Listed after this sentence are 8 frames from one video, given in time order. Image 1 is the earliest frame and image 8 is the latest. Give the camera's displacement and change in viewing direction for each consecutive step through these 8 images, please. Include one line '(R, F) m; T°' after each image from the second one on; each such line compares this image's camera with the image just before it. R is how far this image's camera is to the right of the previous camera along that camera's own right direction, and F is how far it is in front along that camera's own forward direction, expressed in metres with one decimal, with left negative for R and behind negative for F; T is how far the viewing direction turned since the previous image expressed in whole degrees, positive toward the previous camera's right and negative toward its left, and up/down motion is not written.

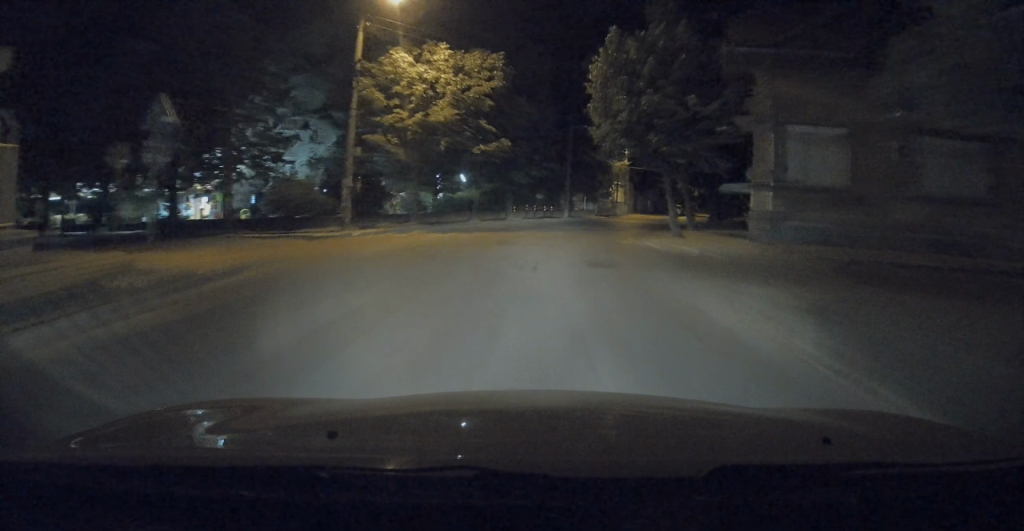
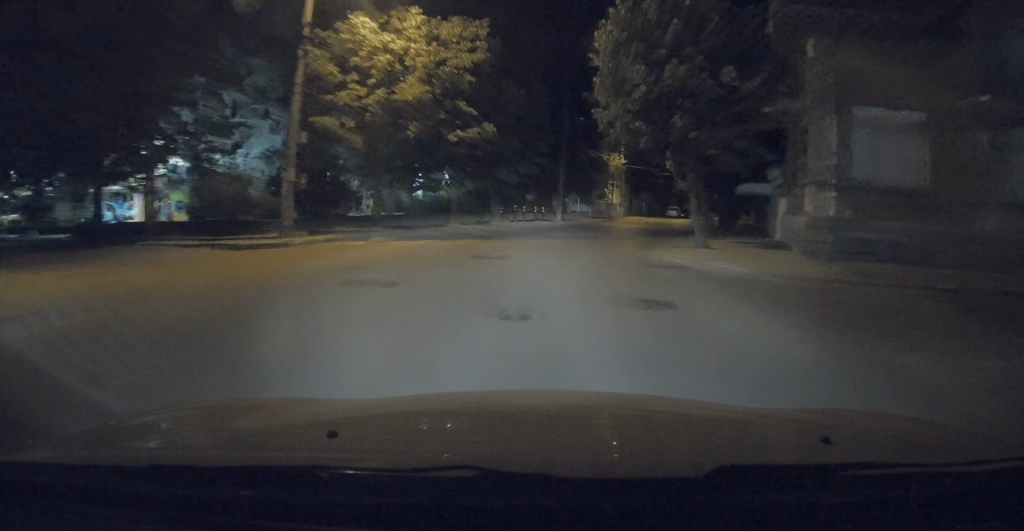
(0.0, +4.4) m; +2°
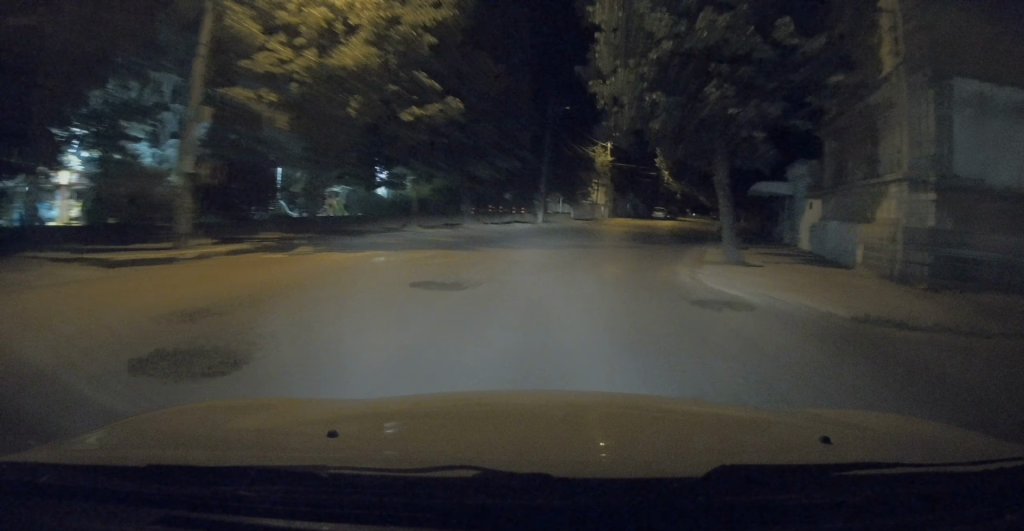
(-0.1, +4.4) m; +2°
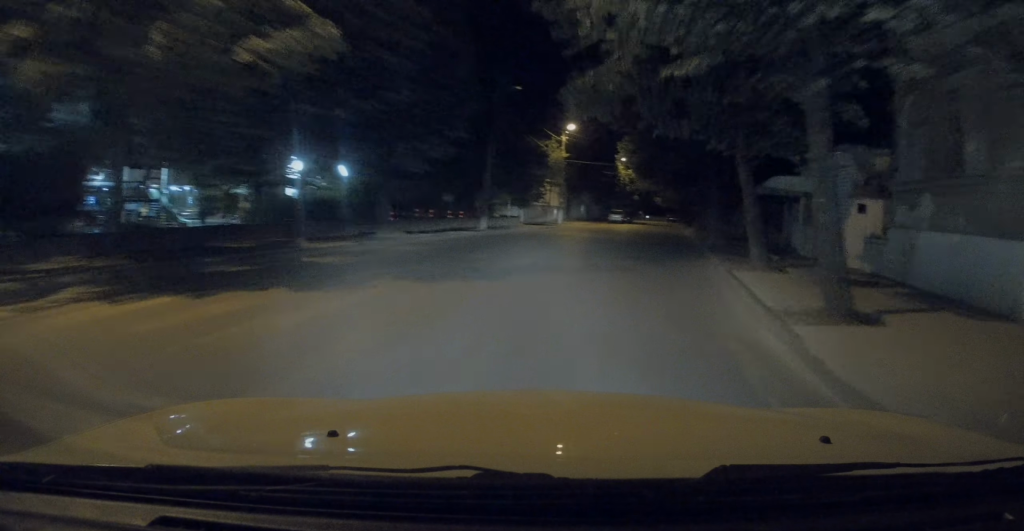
(+0.4, +6.4) m; +5°
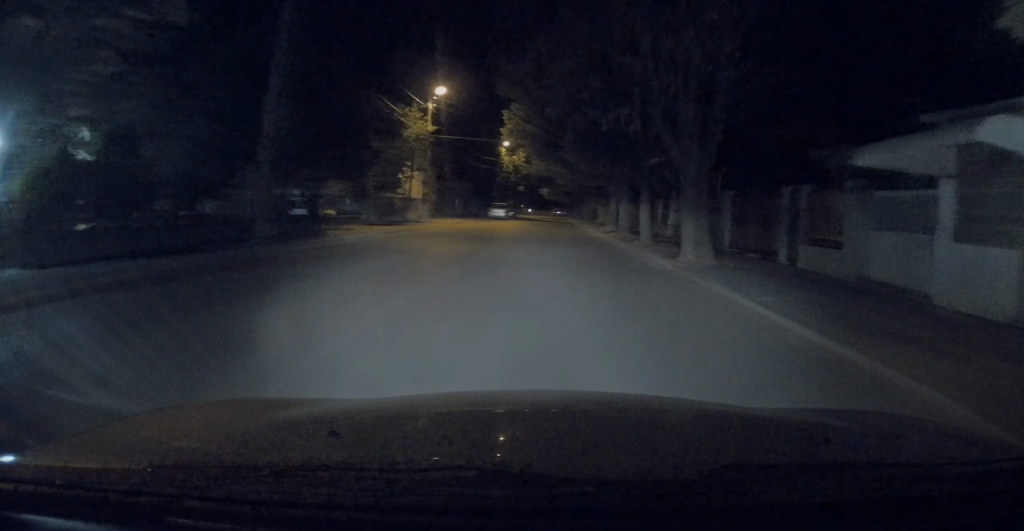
(+1.1, +13.4) m; +8°
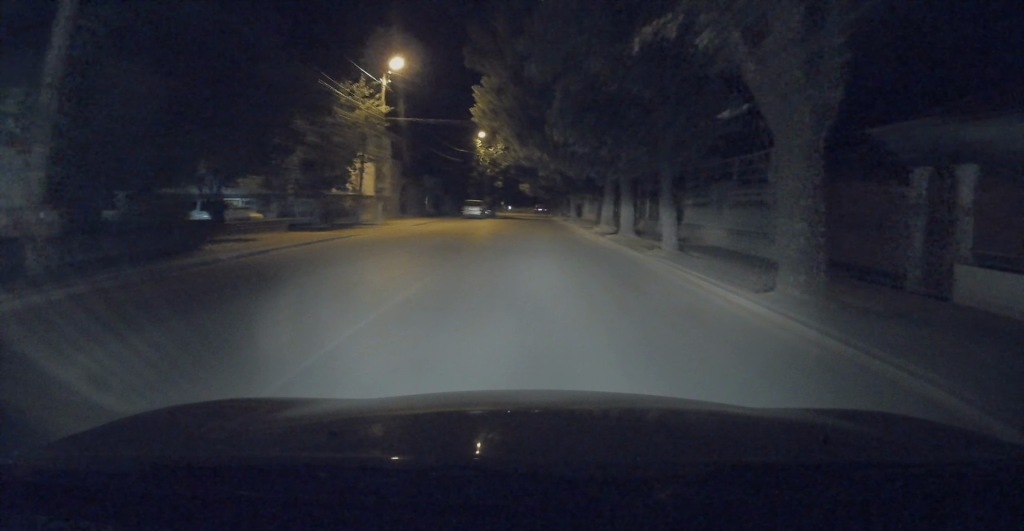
(+0.3, +6.9) m; 0°
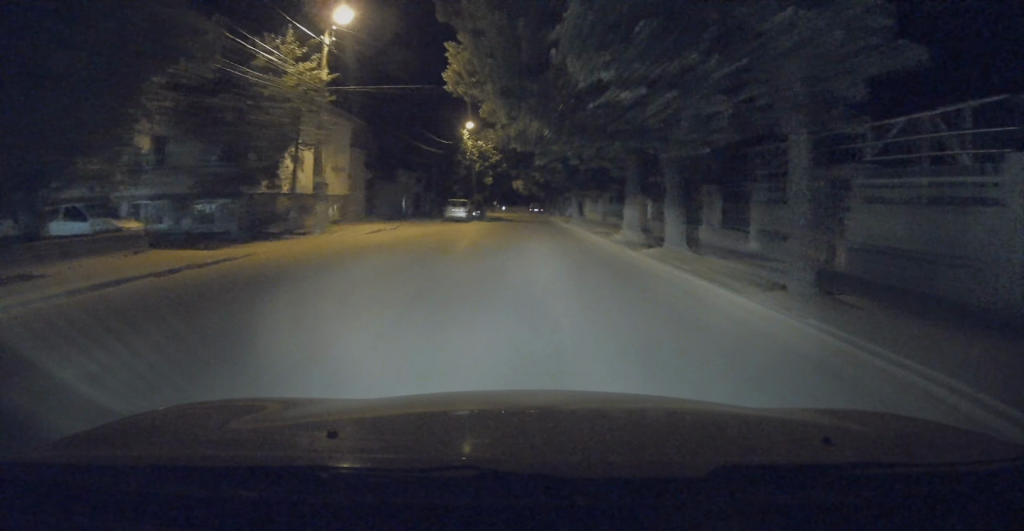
(-0.4, +8.1) m; 0°
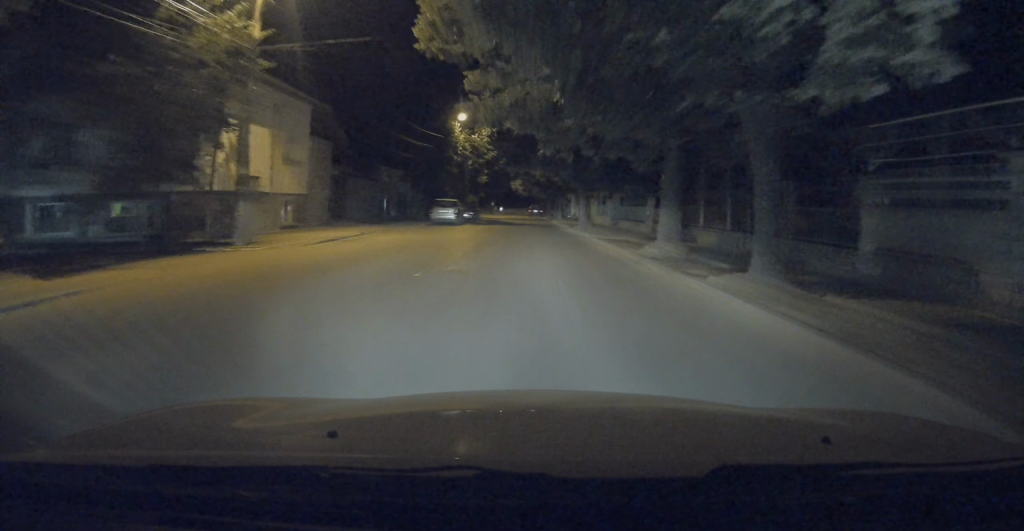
(+0.3, +5.9) m; +4°
